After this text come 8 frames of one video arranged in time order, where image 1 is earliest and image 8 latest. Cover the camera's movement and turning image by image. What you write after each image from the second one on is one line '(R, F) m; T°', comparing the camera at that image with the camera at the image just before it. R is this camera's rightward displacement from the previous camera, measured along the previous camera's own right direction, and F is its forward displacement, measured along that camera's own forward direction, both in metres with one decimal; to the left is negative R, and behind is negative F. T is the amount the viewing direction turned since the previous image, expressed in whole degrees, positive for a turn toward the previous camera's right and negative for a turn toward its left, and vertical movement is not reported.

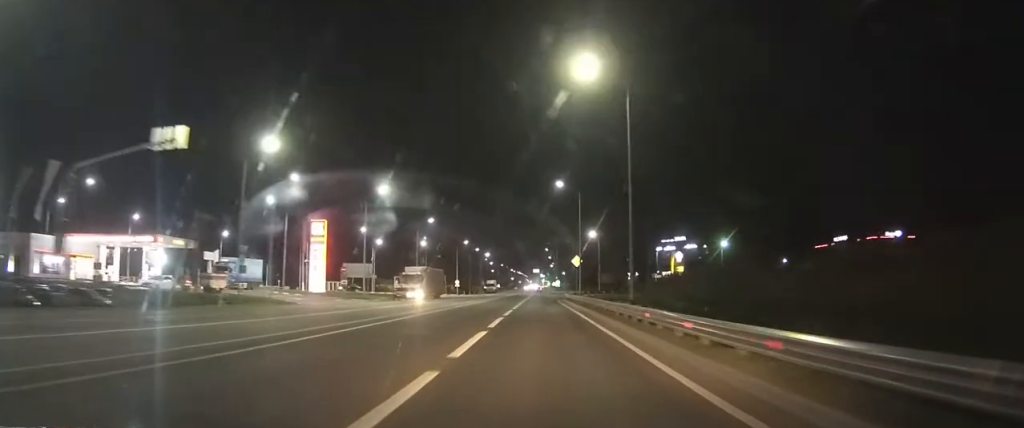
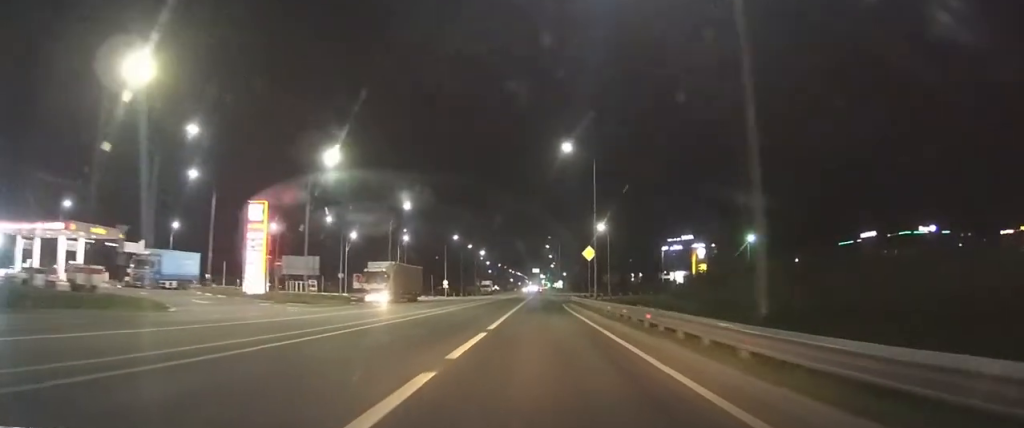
(0.0, +16.0) m; 0°
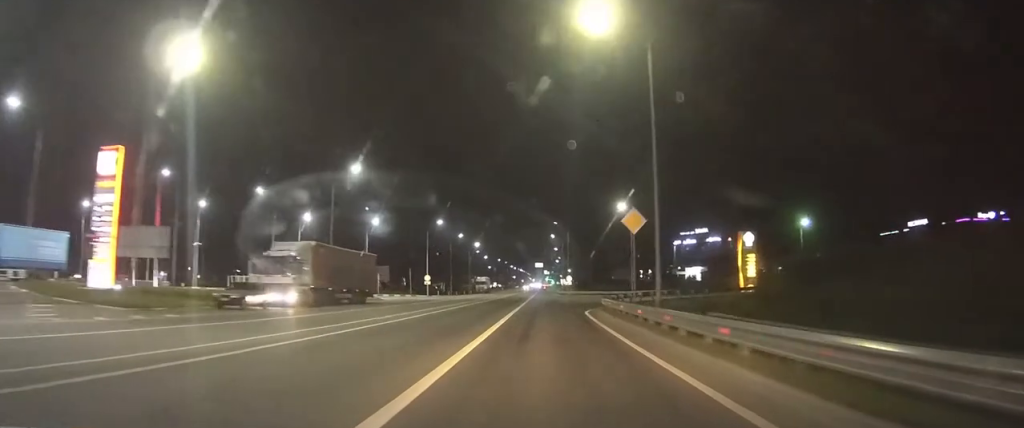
(0.0, +21.8) m; 0°
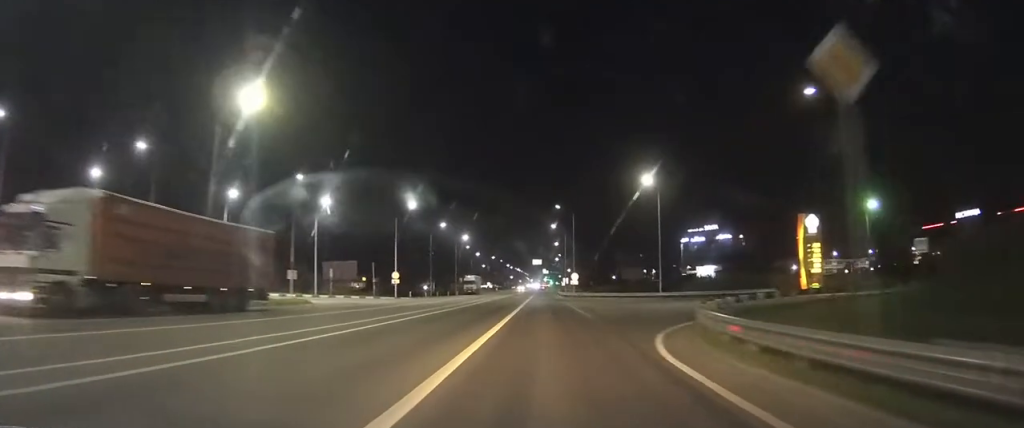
(-0.1, +19.7) m; 0°
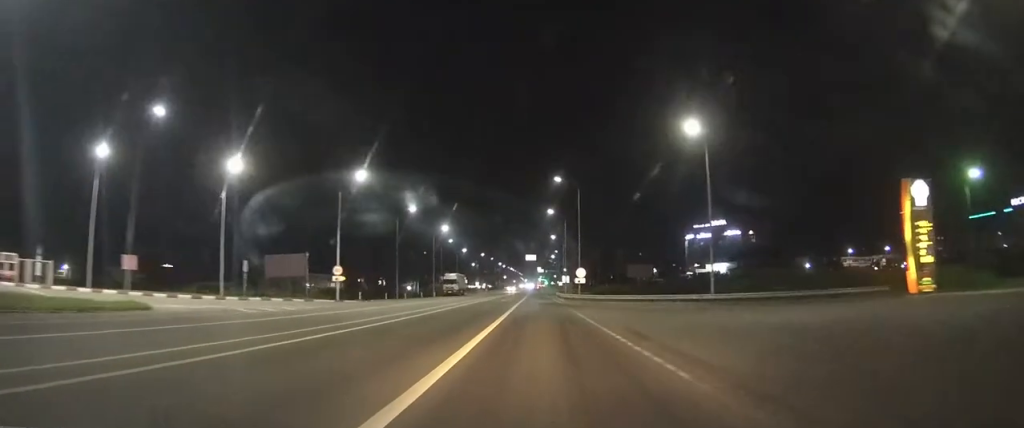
(0.0, +19.9) m; 0°
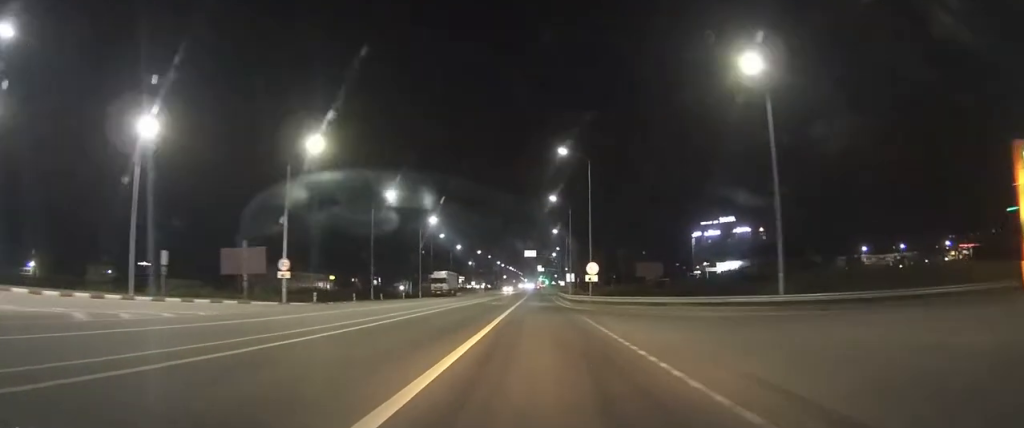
(0.0, +12.0) m; 0°
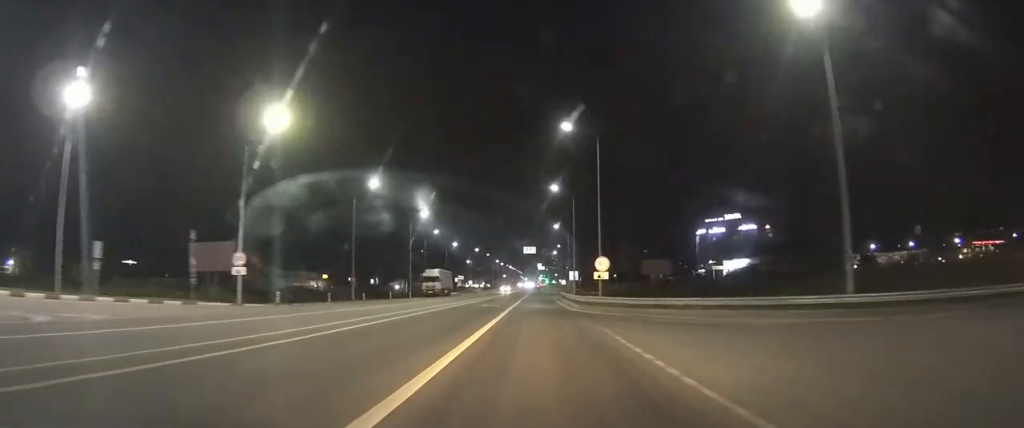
(0.0, +6.9) m; 0°
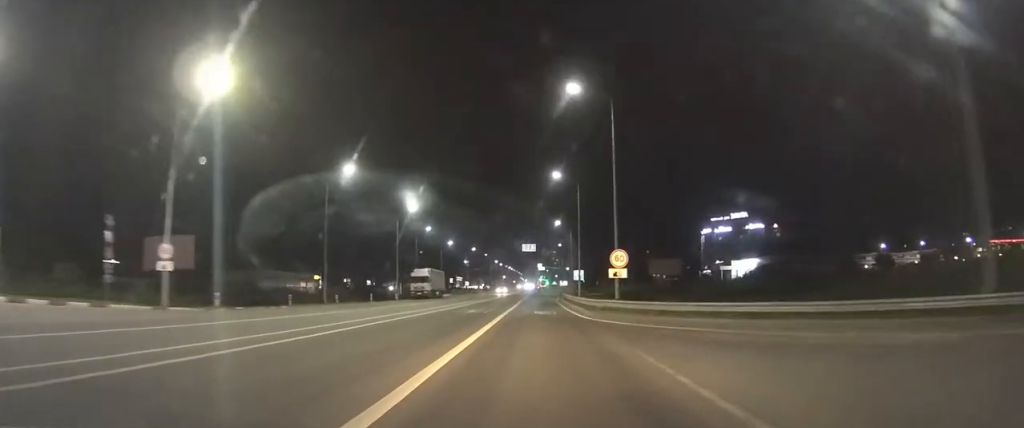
(0.0, +8.1) m; 0°
